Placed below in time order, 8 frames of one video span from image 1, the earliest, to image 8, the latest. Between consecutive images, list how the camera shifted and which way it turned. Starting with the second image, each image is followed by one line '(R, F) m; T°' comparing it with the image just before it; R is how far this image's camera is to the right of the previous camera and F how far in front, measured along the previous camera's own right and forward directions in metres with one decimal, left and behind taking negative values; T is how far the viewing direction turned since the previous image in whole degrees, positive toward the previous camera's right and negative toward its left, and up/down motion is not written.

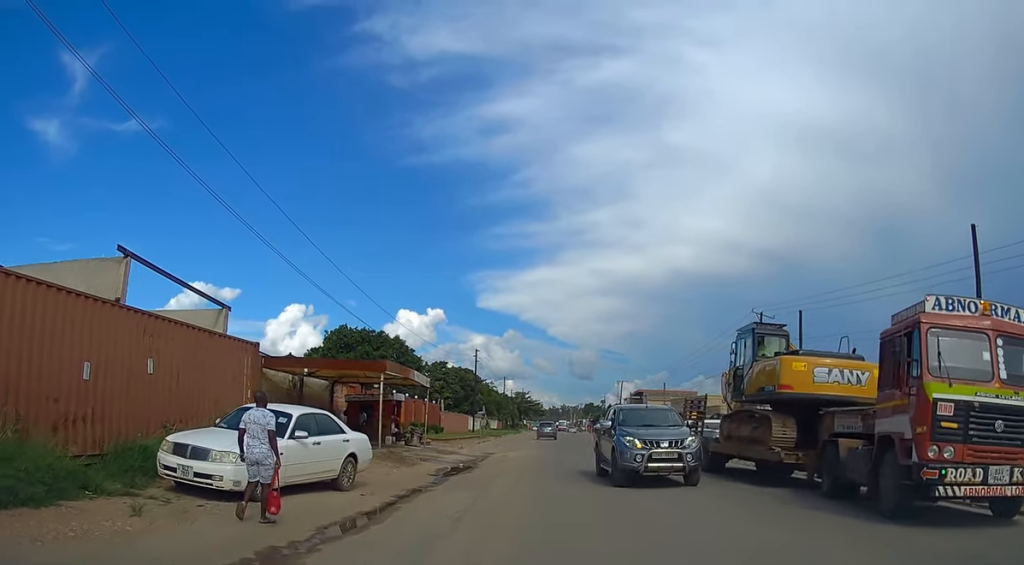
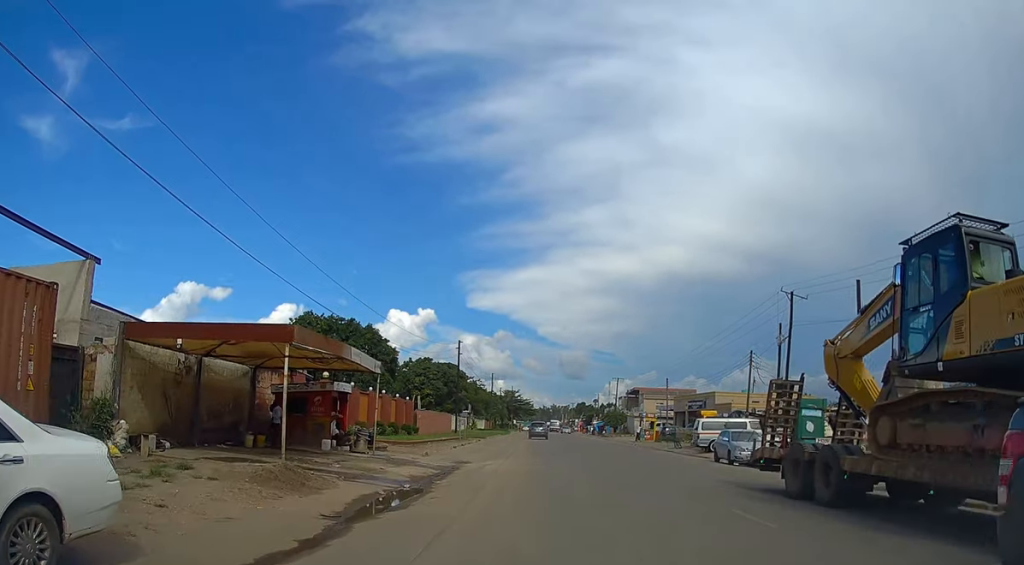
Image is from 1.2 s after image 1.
(+0.1, +8.6) m; 0°
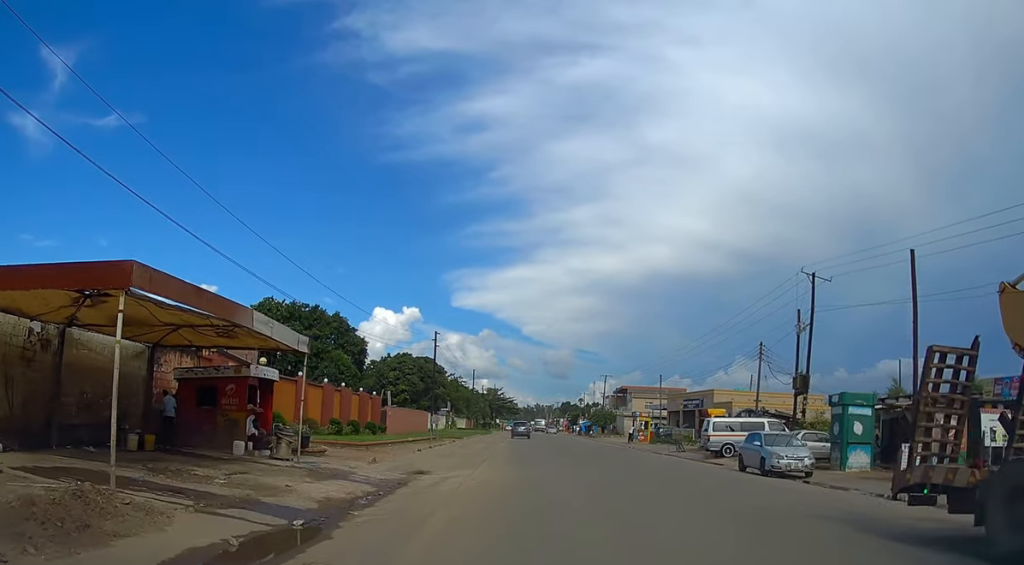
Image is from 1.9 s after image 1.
(0.0, +6.1) m; 0°
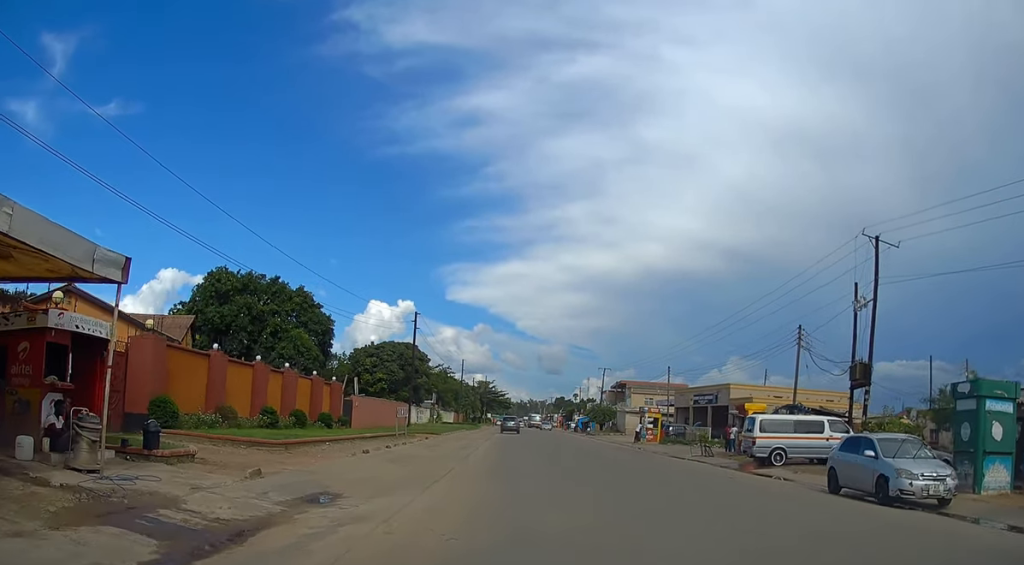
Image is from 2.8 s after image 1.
(0.0, +8.4) m; +1°
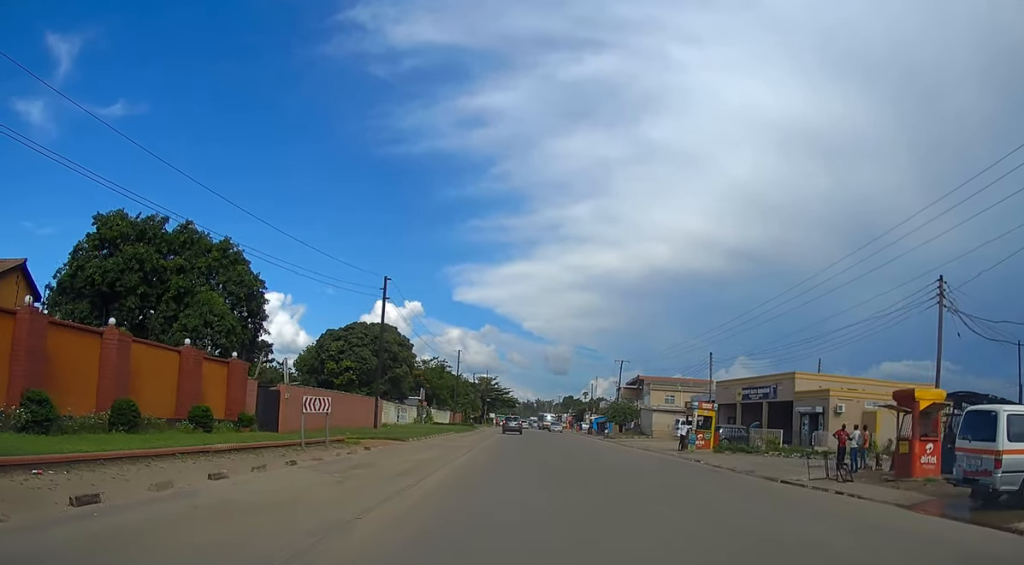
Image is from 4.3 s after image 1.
(+0.2, +14.7) m; 0°
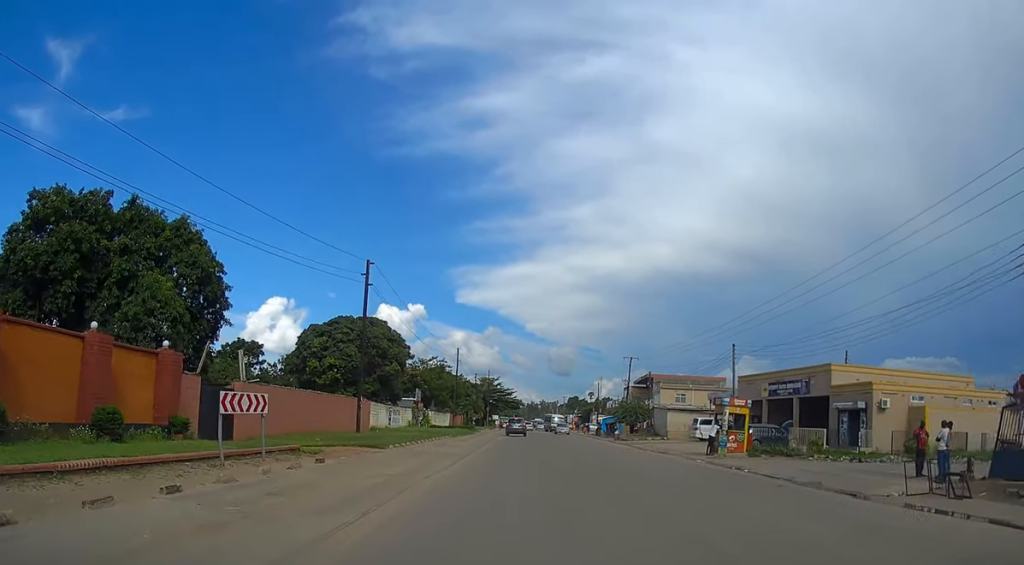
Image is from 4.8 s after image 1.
(0.0, +5.7) m; 0°
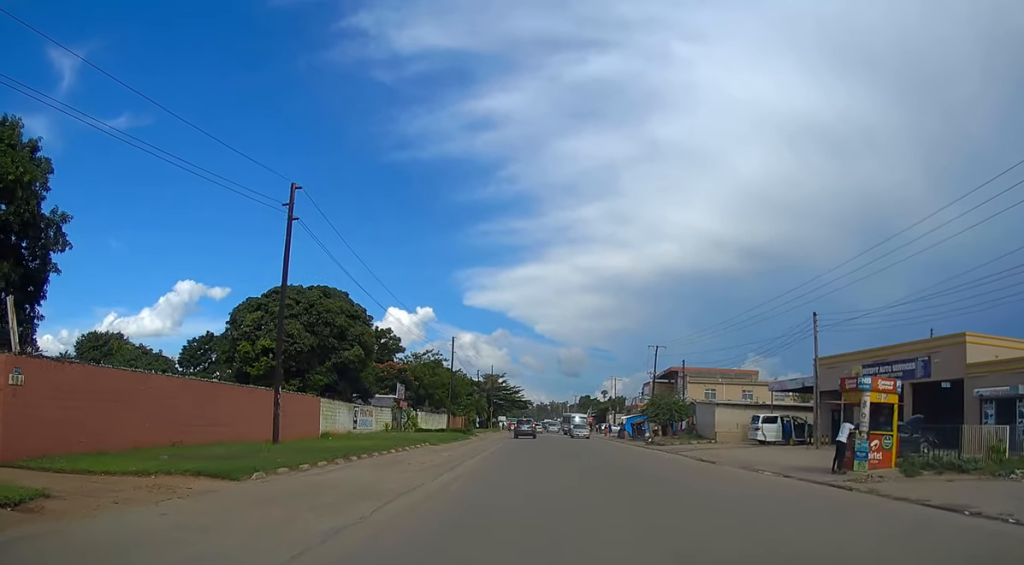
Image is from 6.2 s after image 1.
(-0.1, +14.5) m; -1°
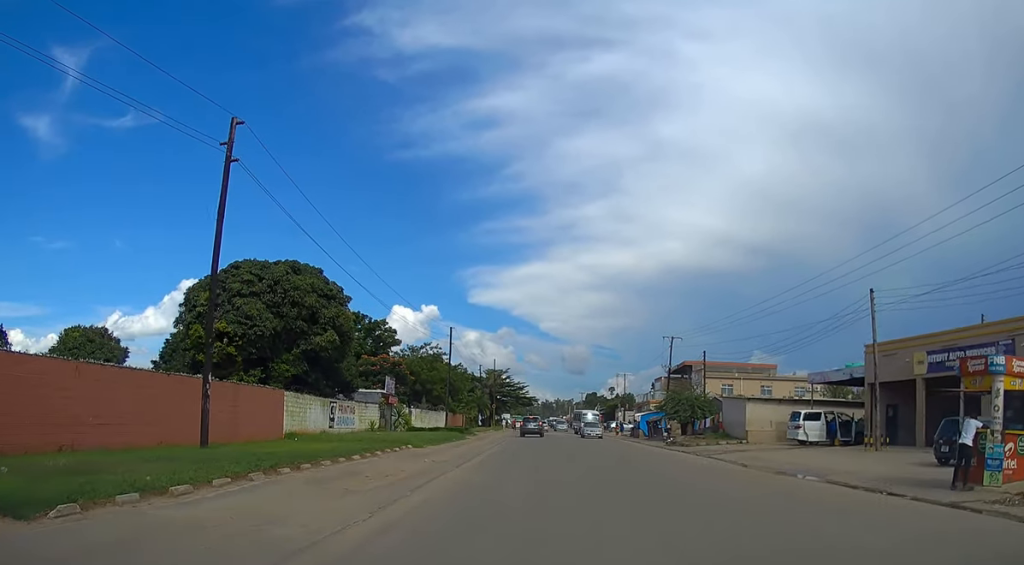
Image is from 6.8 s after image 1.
(-0.1, +6.5) m; -1°
